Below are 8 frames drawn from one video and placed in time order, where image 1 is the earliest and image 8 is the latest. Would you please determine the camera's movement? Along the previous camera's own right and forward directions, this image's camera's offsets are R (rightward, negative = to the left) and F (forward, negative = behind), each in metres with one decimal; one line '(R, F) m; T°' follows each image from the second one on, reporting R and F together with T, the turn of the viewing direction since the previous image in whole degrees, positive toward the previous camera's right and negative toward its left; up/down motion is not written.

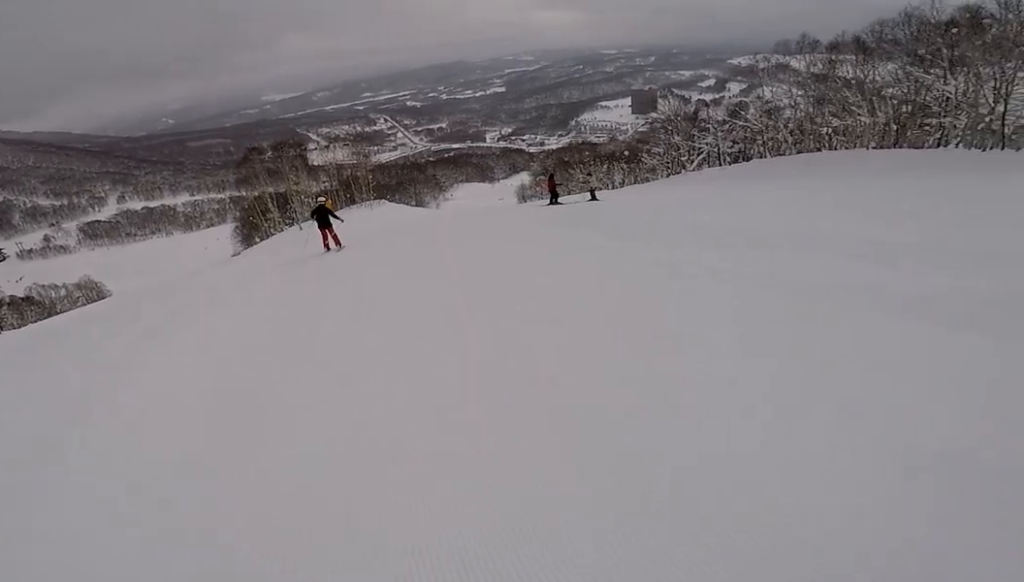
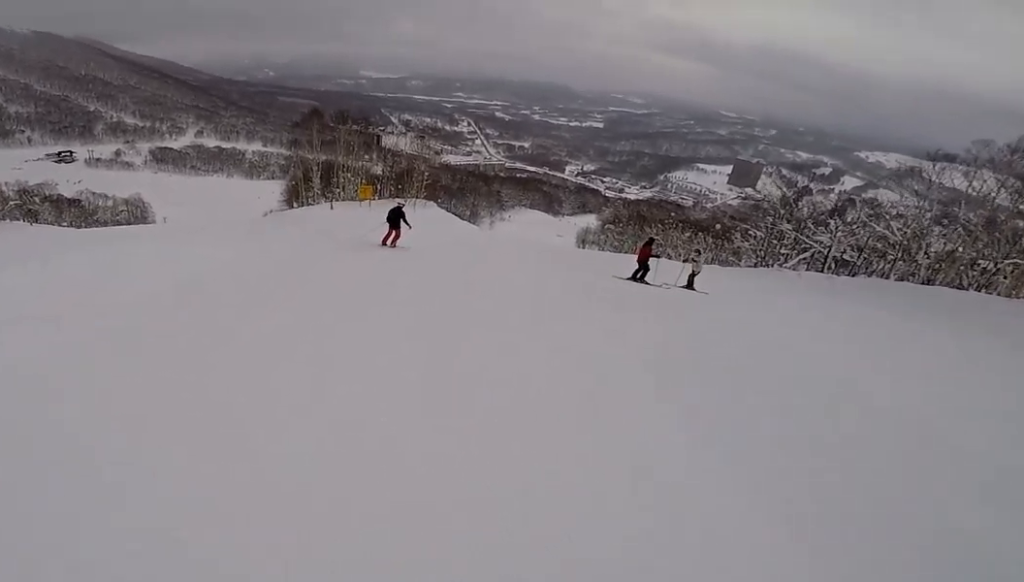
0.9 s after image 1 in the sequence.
(+0.6, +6.3) m; +6°
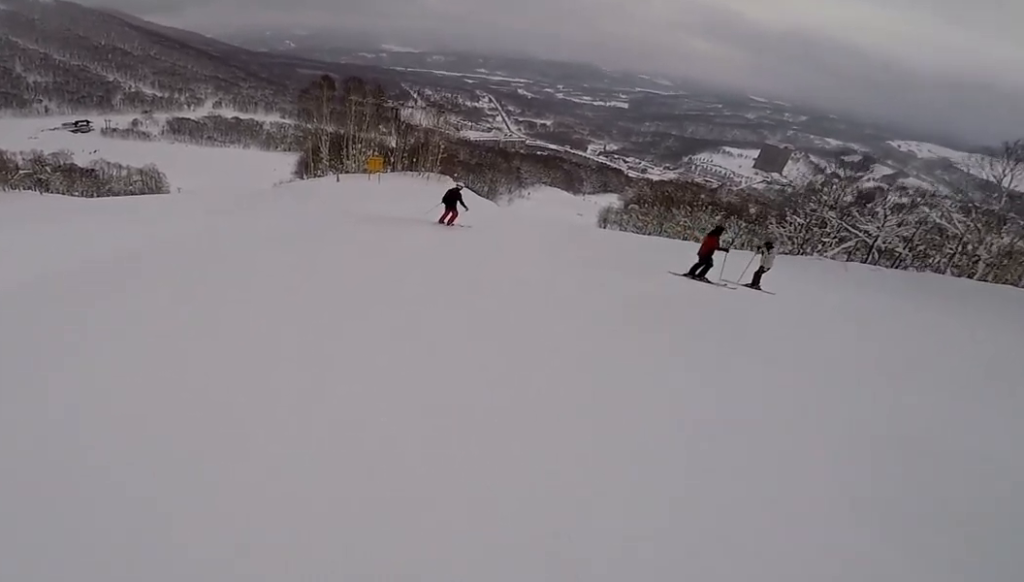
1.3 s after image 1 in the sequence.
(0.0, +3.2) m; 0°
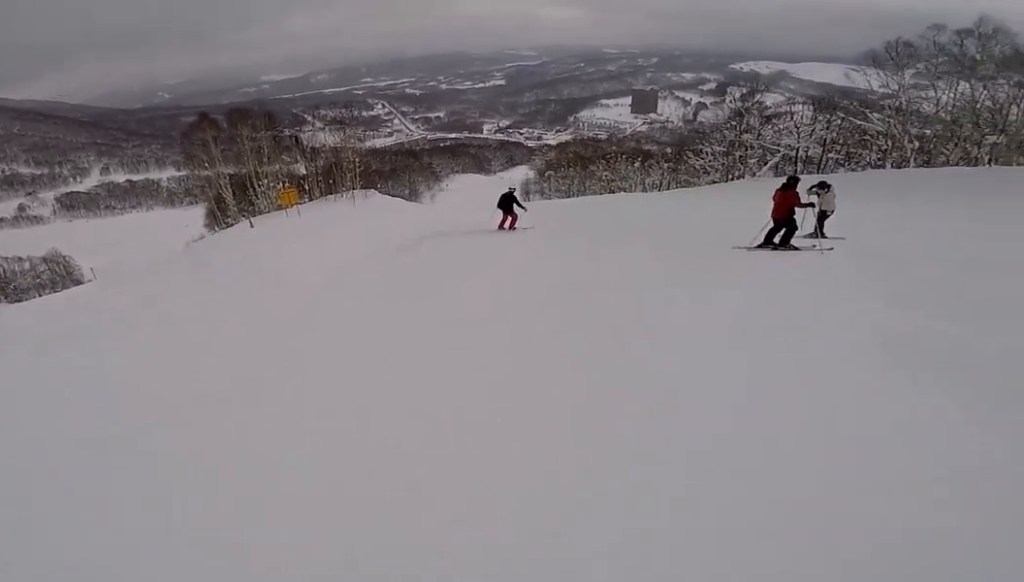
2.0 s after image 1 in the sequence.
(0.0, +5.0) m; +6°
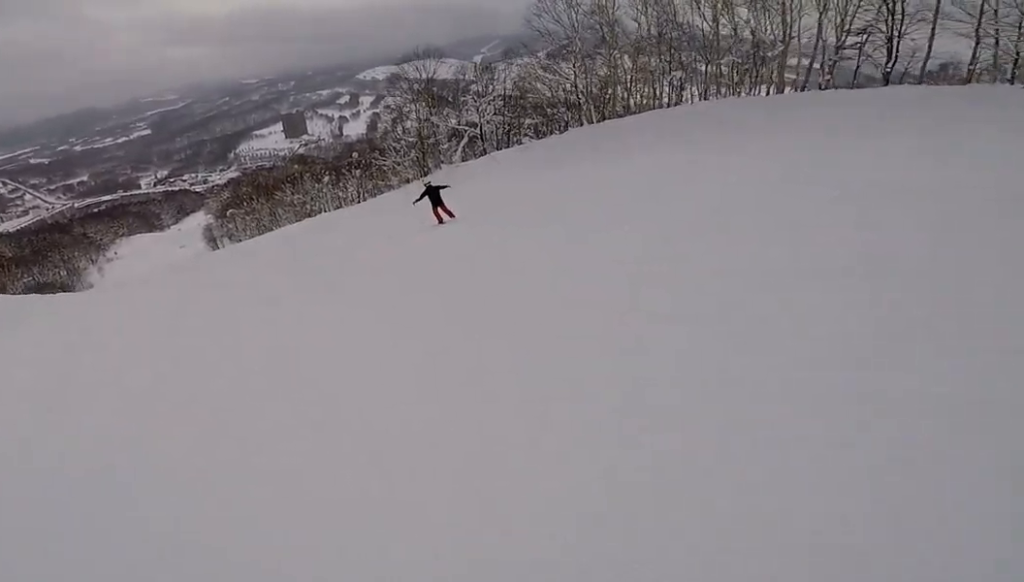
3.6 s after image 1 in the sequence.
(+2.4, +11.4) m; +32°
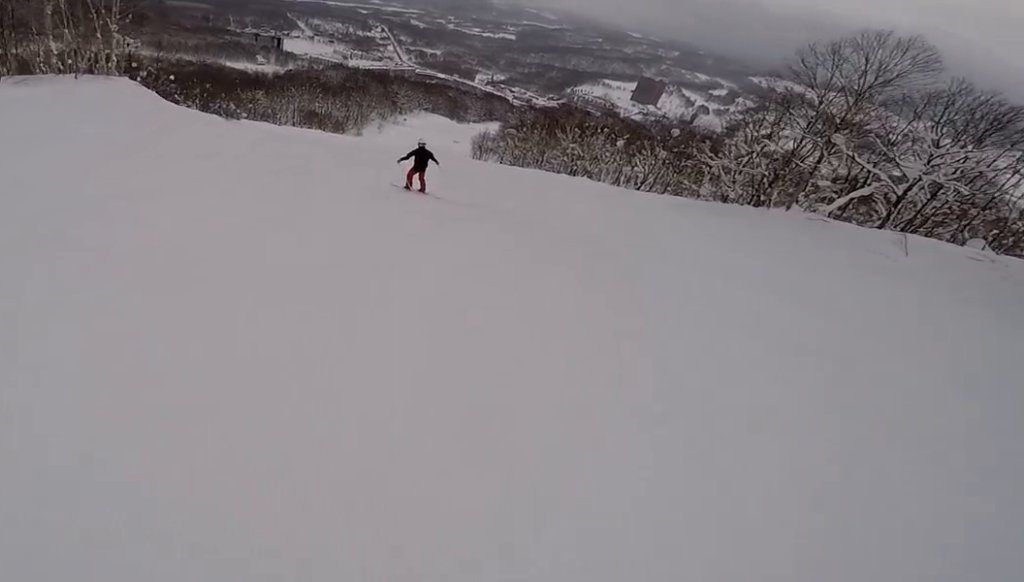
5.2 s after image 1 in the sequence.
(-0.2, +12.8) m; -21°
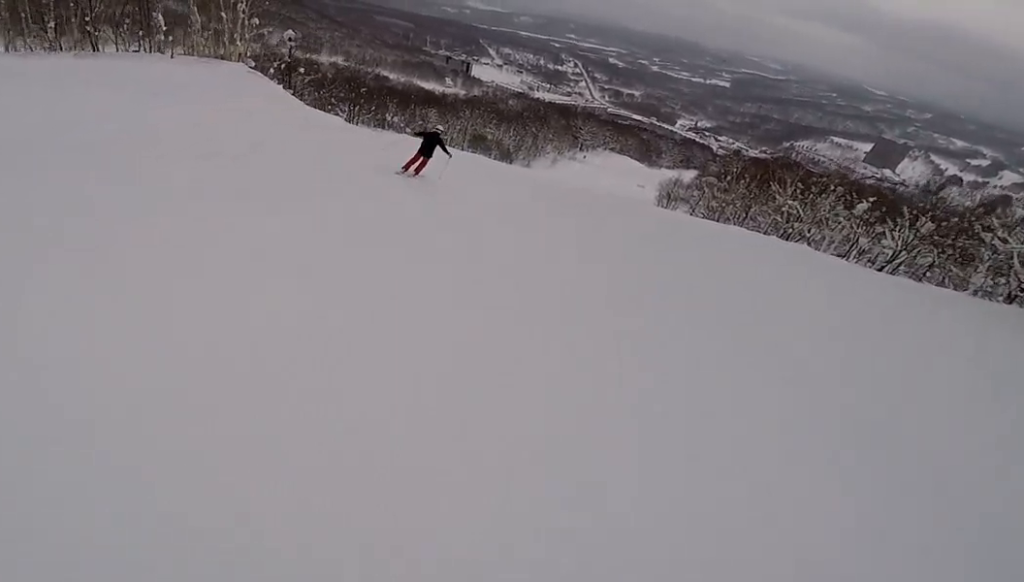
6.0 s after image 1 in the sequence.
(-1.1, +6.6) m; -11°
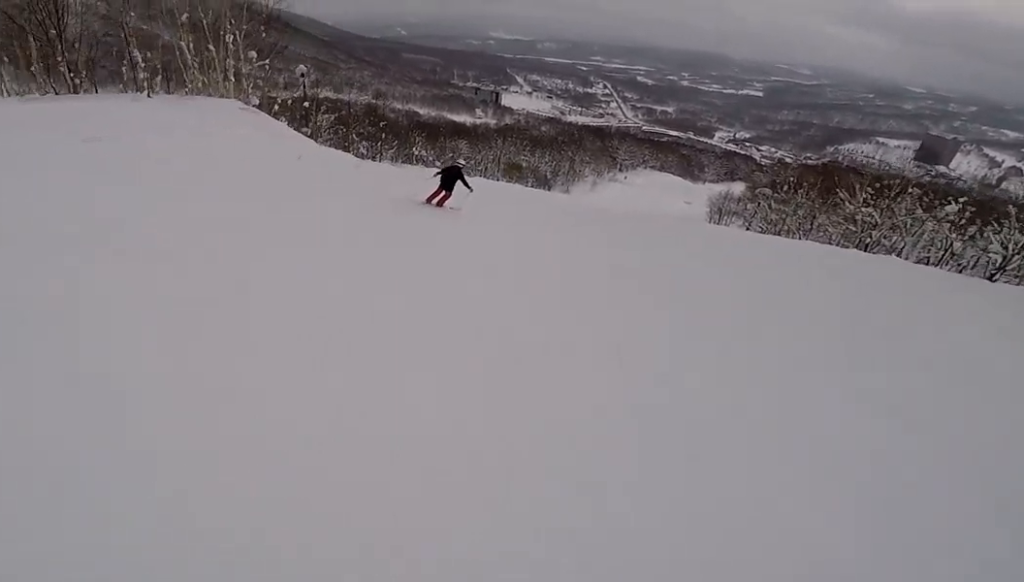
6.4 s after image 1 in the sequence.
(-0.2, +3.4) m; -4°
